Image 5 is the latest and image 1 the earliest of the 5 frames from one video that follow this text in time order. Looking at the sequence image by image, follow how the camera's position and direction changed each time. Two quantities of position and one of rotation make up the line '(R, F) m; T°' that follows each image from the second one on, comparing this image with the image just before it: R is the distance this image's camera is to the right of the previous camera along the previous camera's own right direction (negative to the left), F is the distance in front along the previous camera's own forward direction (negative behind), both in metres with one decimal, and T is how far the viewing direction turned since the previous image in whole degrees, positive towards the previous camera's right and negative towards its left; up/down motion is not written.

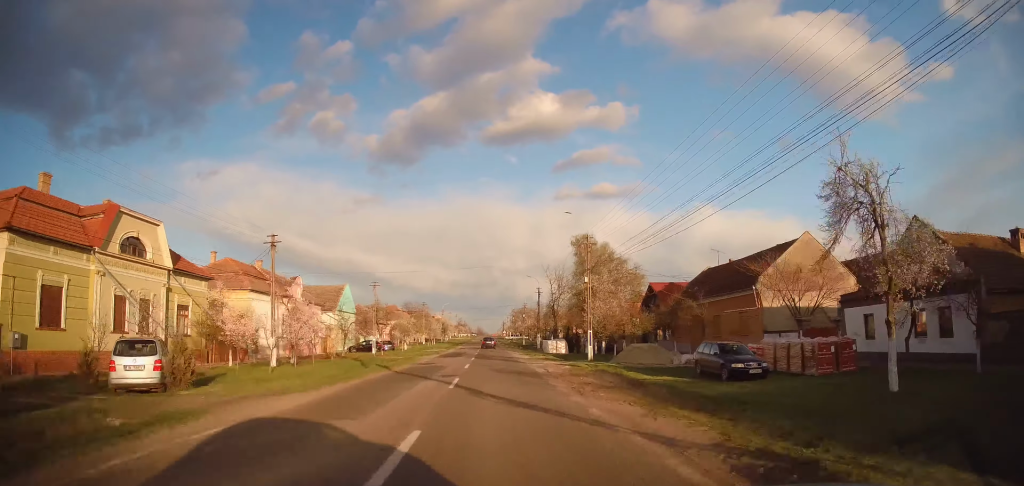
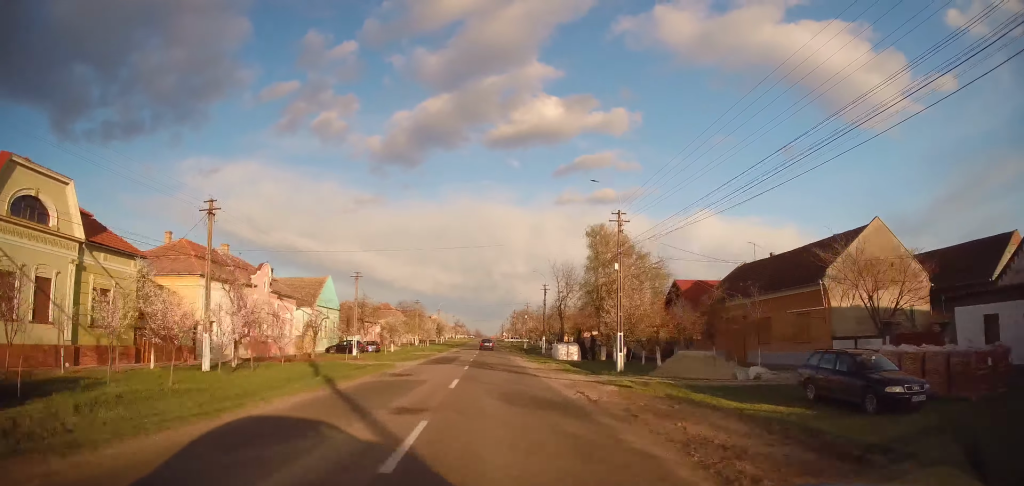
(0.0, +8.1) m; 0°
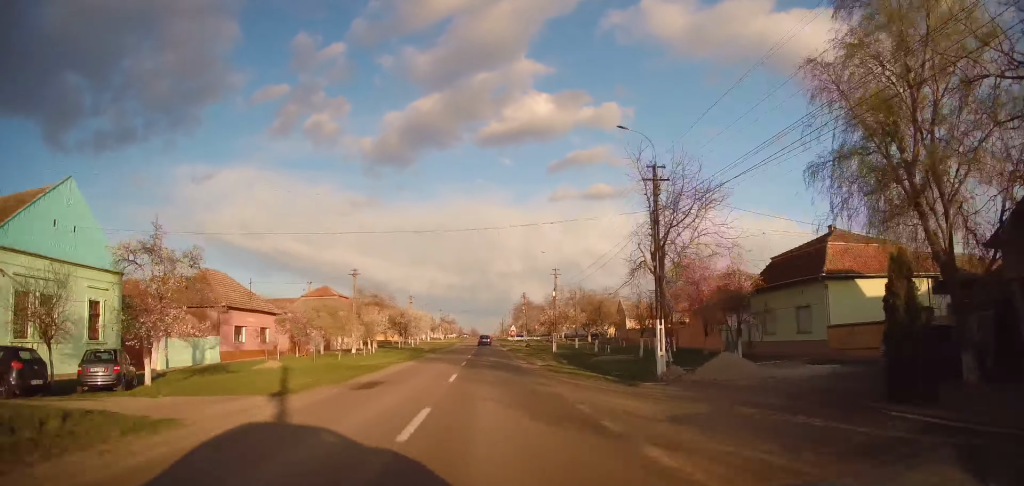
(+0.5, +42.6) m; +1°
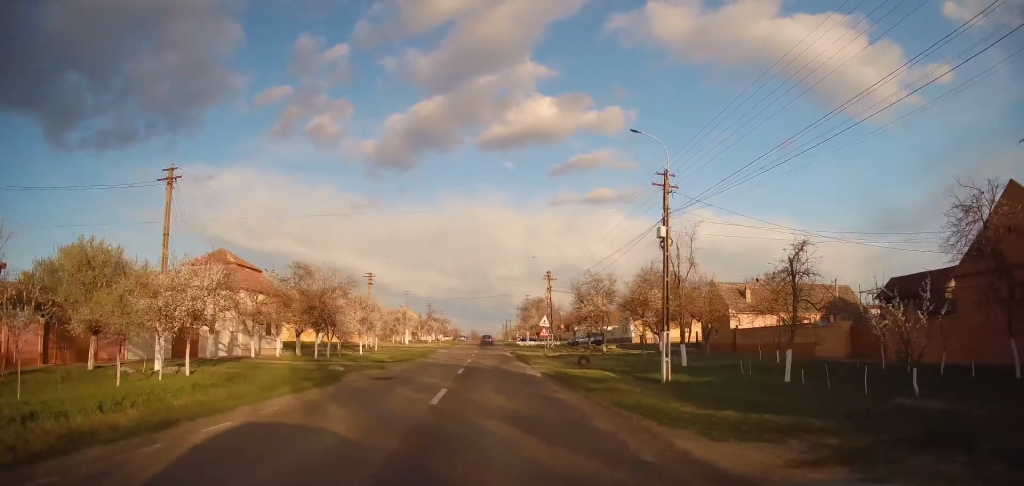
(-0.4, +32.0) m; 0°
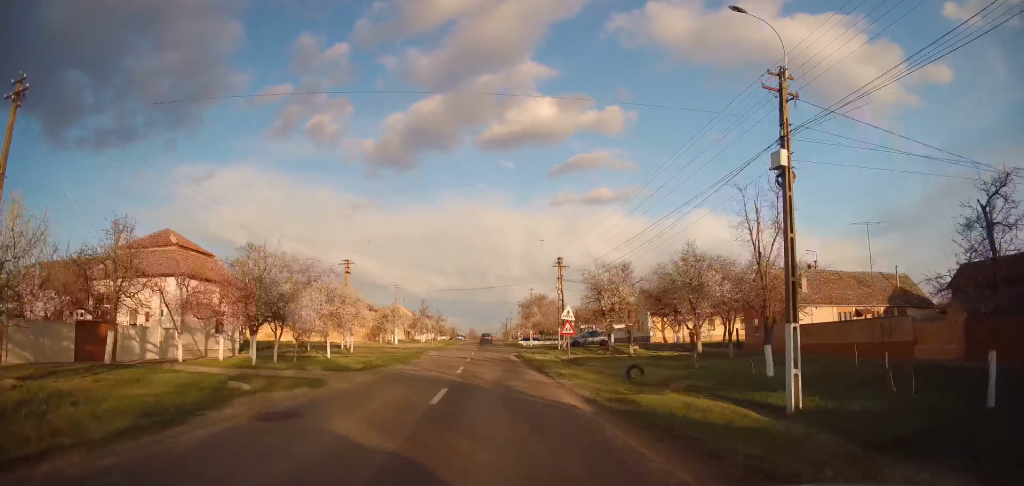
(+0.1, +8.8) m; +1°
